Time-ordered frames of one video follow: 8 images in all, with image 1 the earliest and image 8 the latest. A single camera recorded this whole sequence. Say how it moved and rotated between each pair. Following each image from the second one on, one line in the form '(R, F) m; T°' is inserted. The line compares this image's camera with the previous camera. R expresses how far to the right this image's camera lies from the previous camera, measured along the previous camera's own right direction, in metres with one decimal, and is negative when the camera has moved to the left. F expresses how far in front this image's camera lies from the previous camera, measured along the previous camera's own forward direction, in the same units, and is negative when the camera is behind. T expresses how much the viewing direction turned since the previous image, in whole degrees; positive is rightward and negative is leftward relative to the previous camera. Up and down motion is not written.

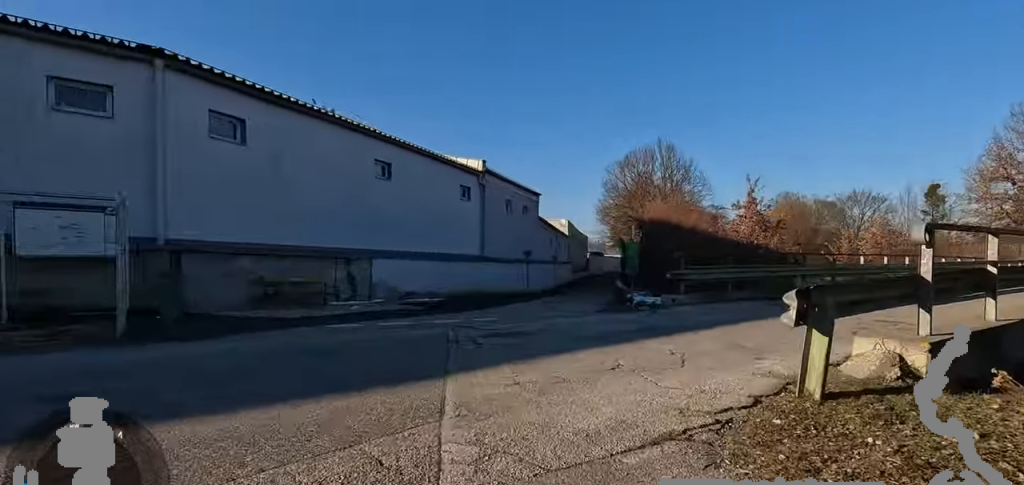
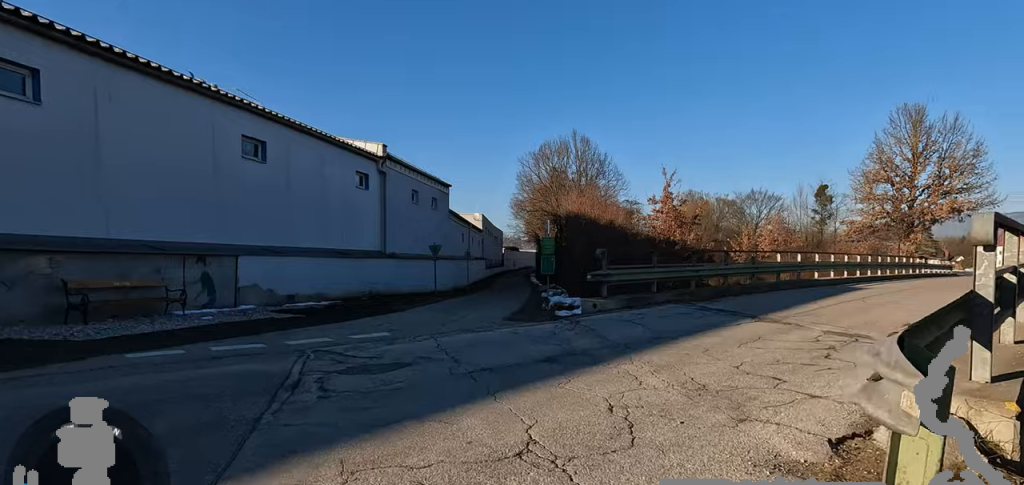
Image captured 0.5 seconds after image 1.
(+0.1, +2.3) m; +8°
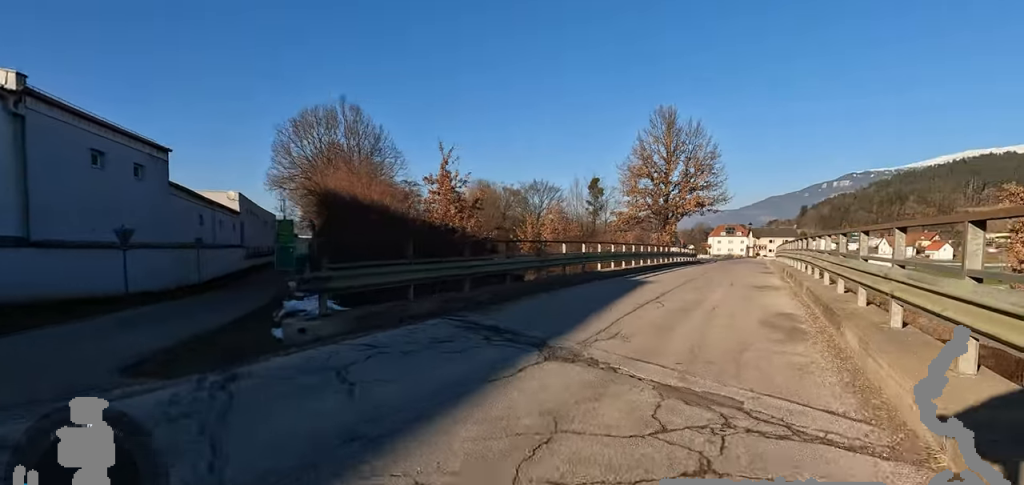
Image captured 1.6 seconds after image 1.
(+0.6, +4.1) m; +33°
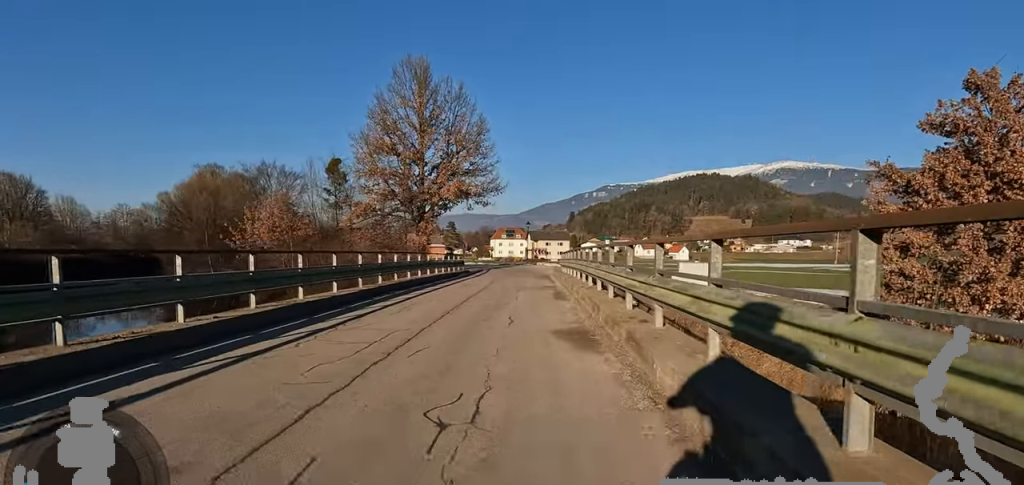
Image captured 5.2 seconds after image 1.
(+3.4, +15.0) m; +22°
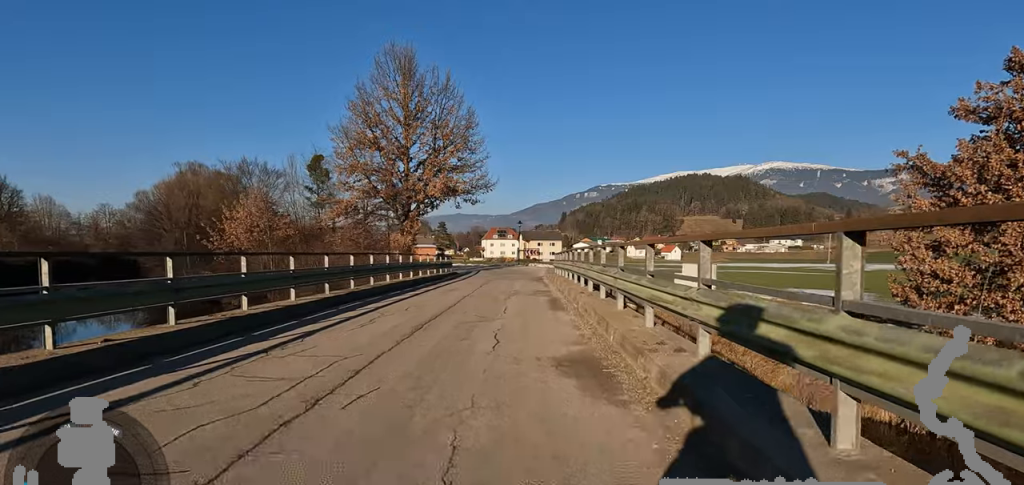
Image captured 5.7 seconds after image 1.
(0.0, +1.9) m; -1°
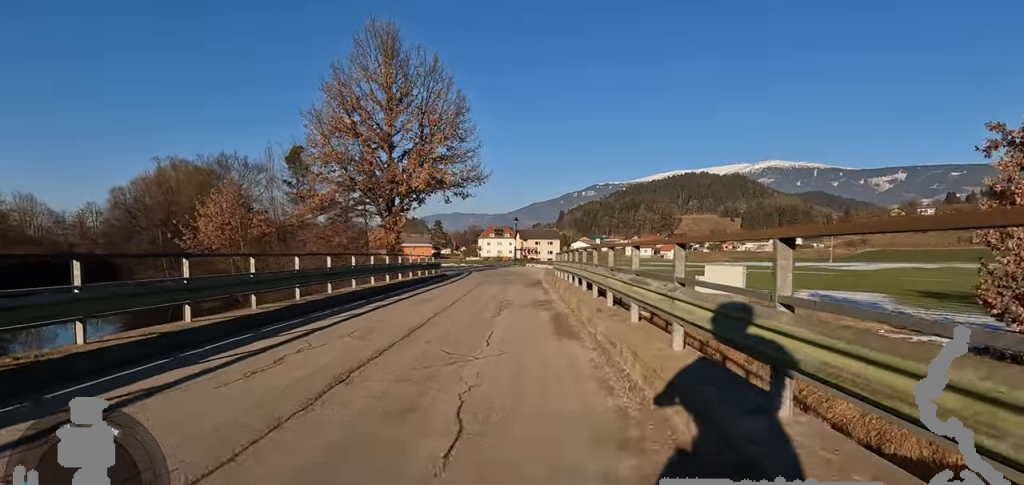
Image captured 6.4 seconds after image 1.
(-0.2, +3.5) m; -9°
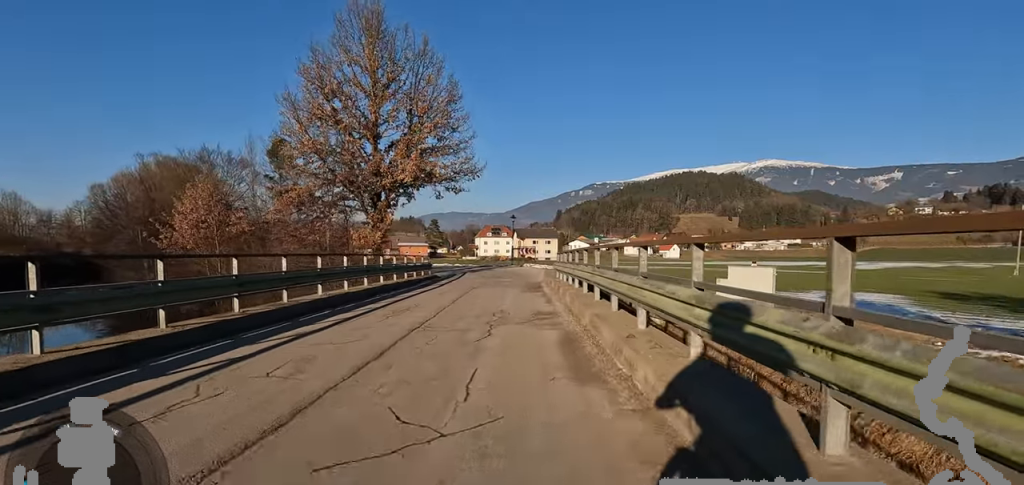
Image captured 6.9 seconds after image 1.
(-0.2, +2.4) m; -1°
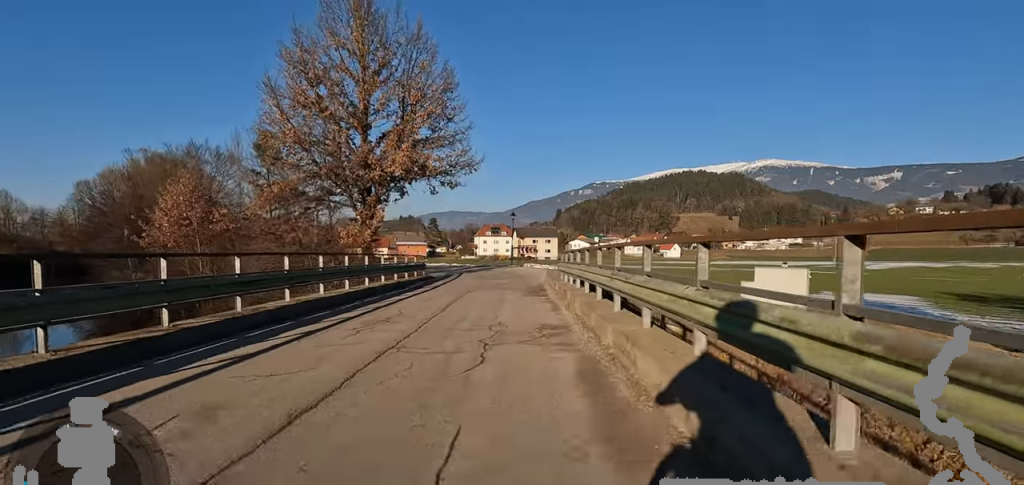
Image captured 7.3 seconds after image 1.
(-0.2, +1.9) m; 0°
